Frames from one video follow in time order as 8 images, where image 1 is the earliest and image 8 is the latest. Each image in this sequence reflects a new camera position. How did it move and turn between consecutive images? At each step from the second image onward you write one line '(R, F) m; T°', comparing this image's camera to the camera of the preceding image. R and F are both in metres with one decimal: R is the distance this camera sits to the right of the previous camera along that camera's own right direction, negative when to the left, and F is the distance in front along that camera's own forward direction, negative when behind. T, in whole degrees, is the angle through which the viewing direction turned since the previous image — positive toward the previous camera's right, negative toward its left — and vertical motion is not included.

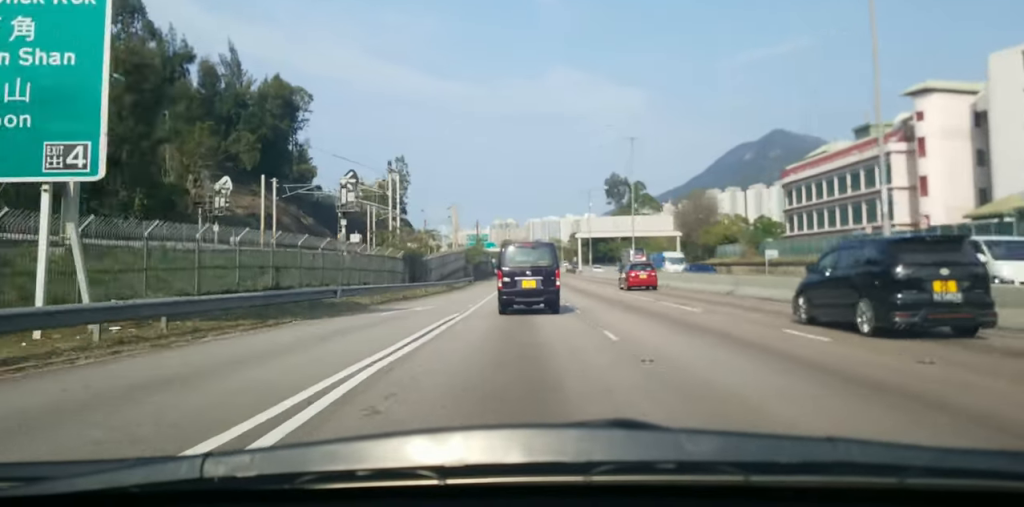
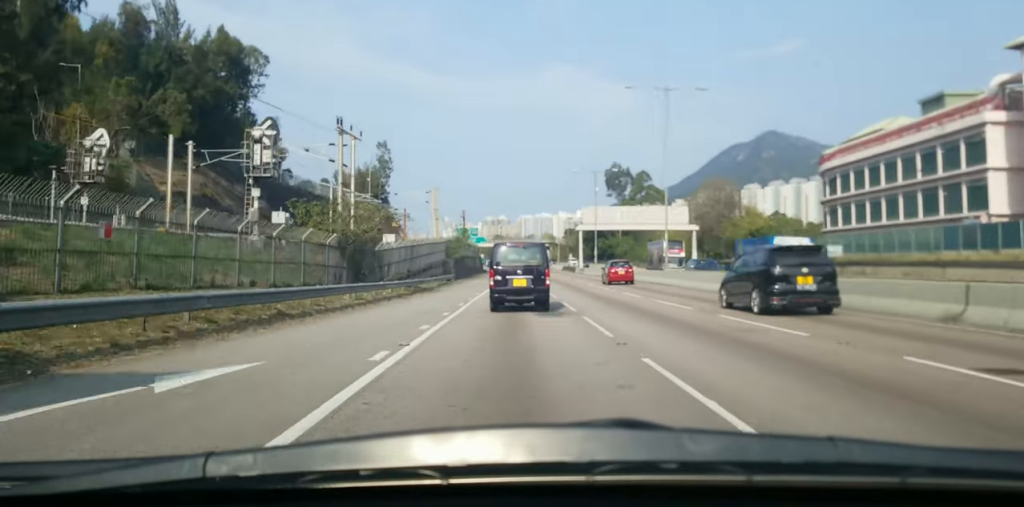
(+0.1, +17.4) m; +1°
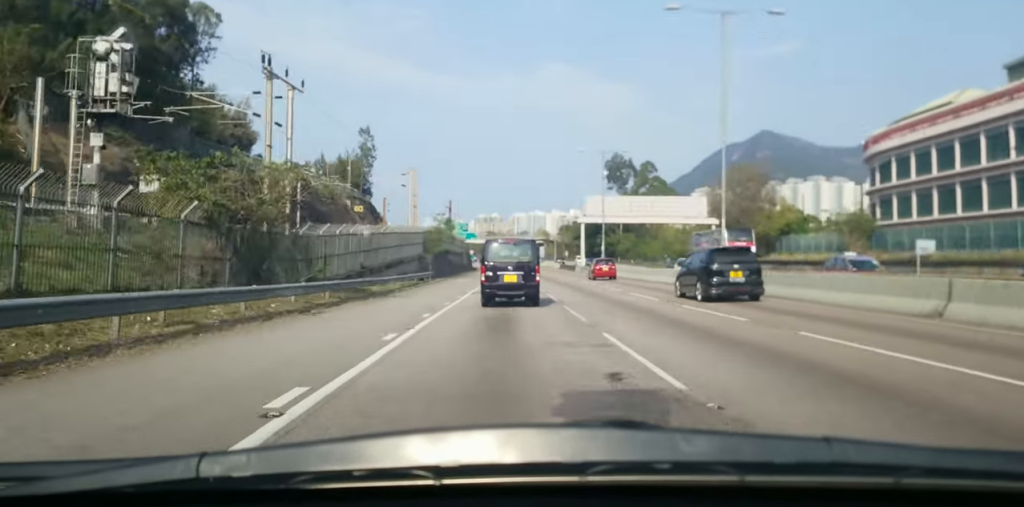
(+0.4, +15.1) m; 0°
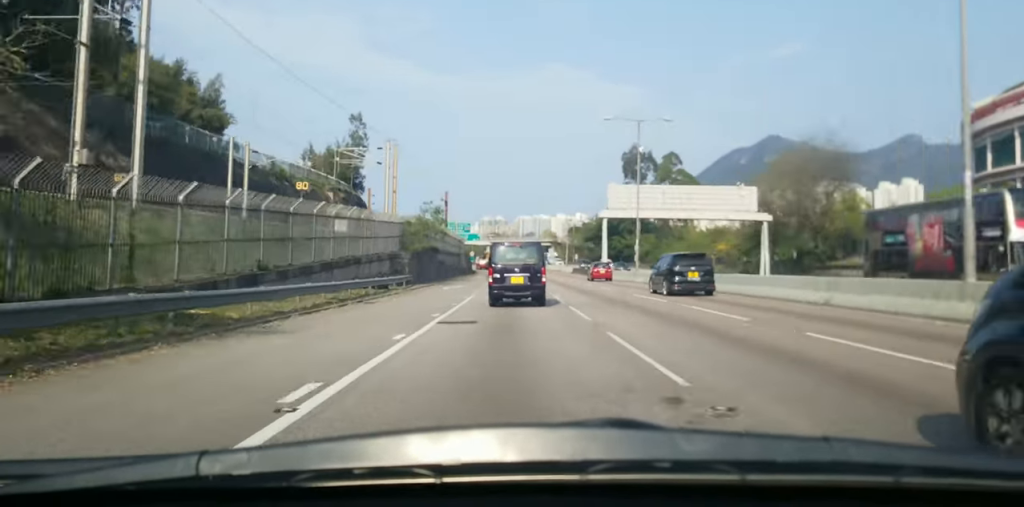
(-0.4, +17.5) m; -1°
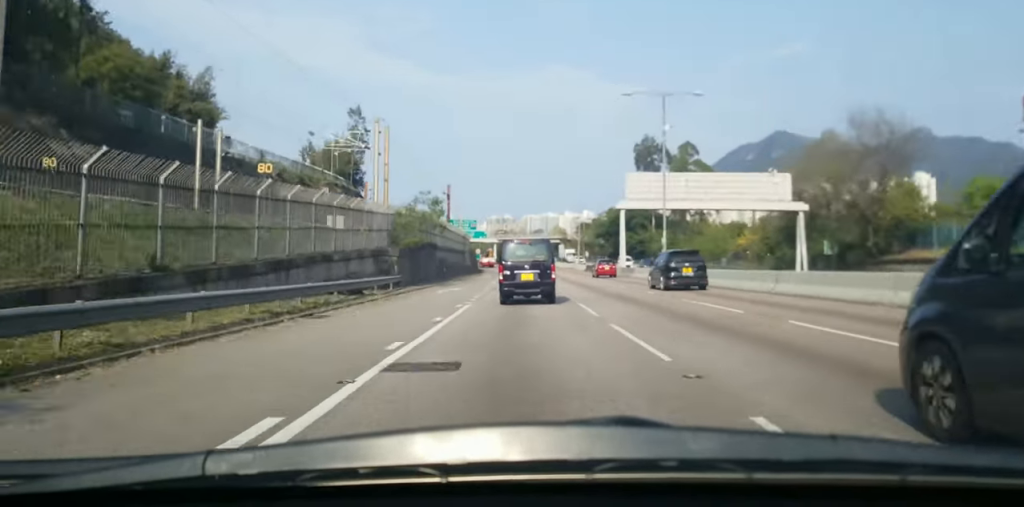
(0.0, +8.4) m; 0°
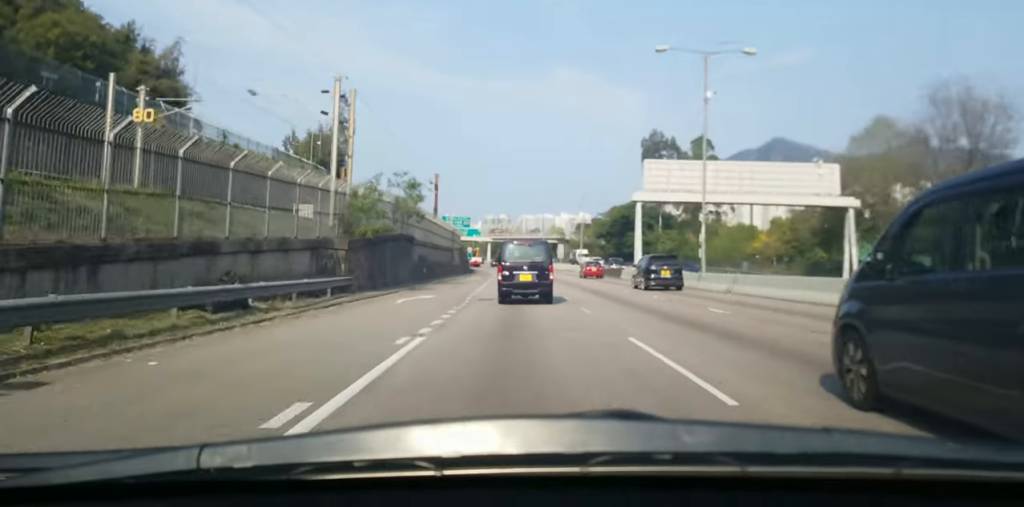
(0.0, +10.7) m; 0°
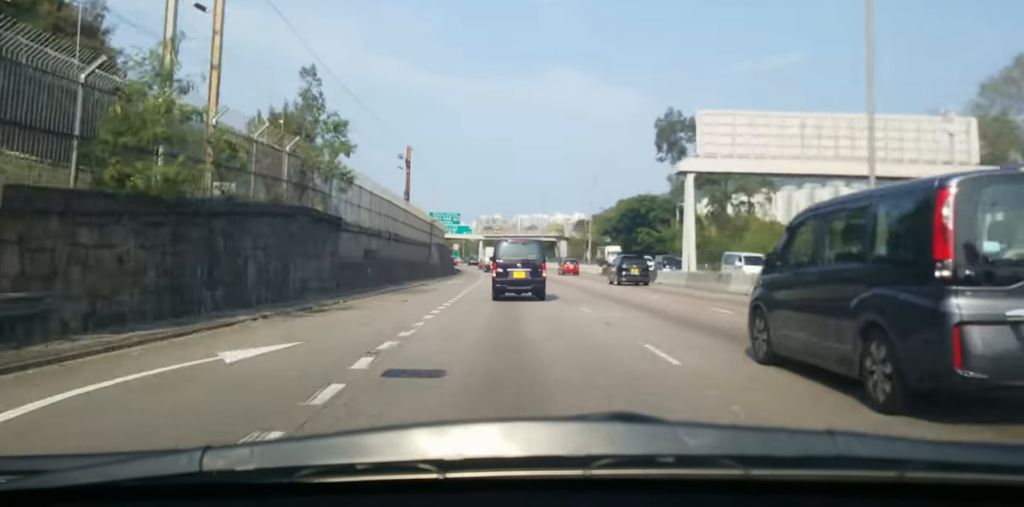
(0.0, +19.2) m; 0°
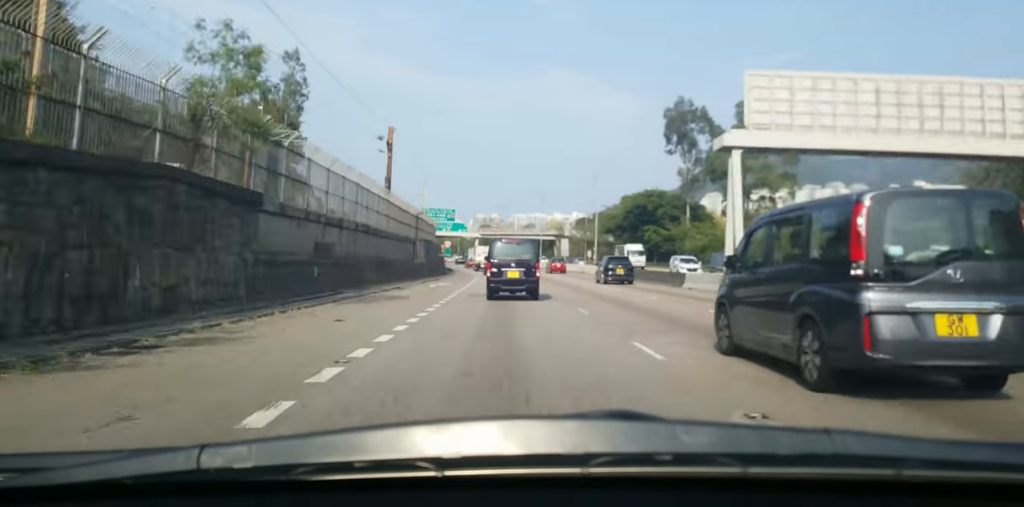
(0.0, +9.3) m; 0°
